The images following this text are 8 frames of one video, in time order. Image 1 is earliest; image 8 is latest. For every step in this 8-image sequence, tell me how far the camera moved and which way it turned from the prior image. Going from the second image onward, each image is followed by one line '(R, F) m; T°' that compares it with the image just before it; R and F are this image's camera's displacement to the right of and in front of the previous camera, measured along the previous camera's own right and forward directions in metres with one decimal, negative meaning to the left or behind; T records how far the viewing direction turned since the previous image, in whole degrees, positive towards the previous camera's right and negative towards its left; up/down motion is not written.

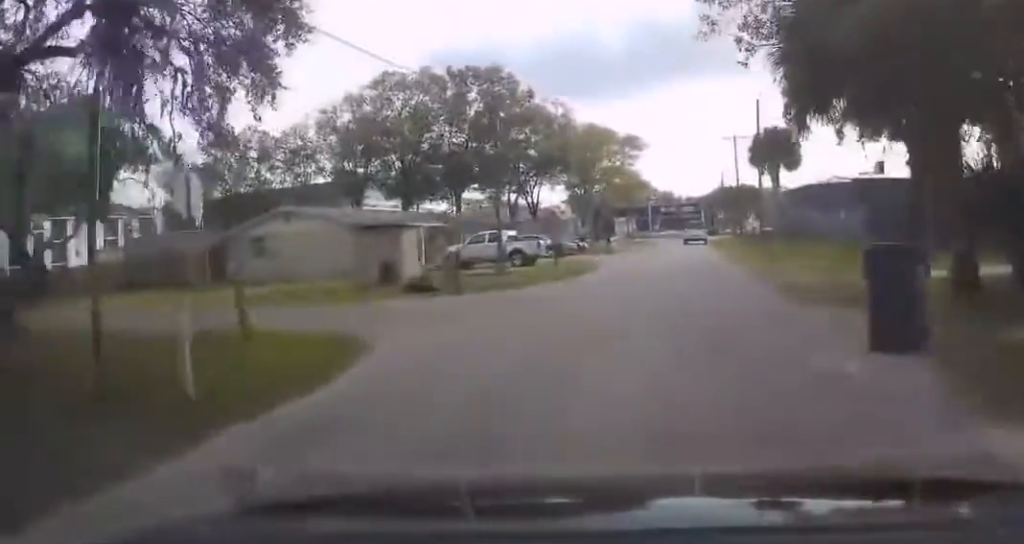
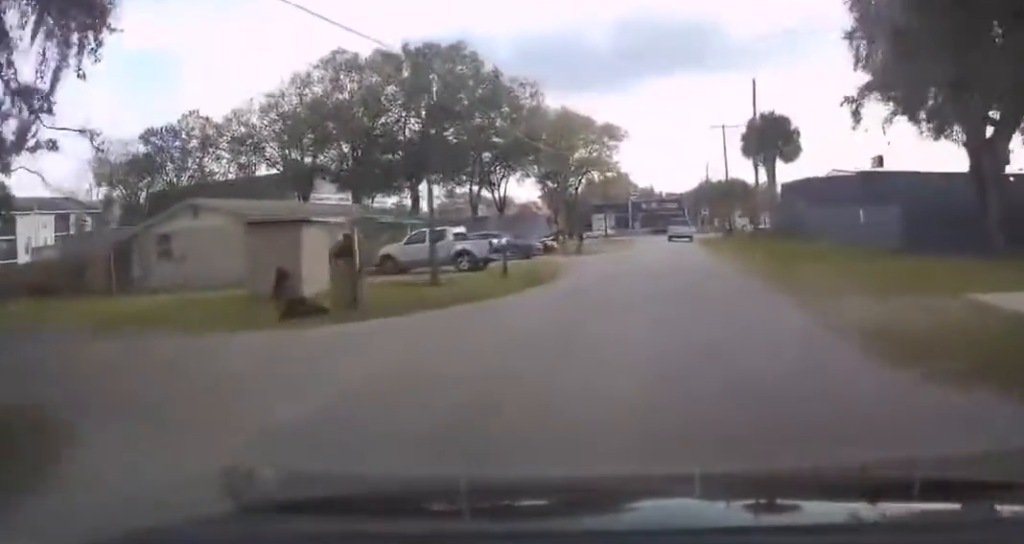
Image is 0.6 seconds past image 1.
(-0.2, +6.2) m; 0°
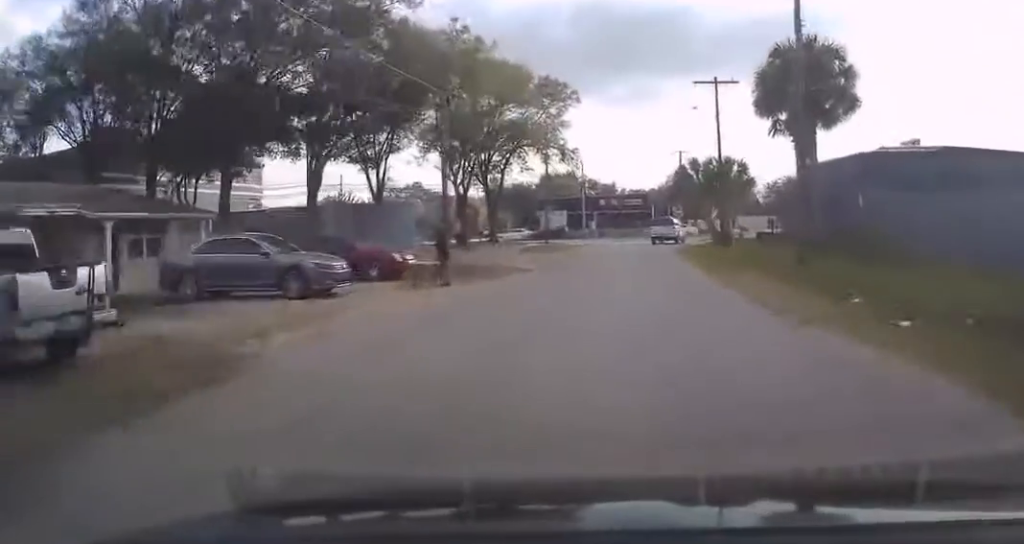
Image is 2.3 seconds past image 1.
(+1.1, +20.7) m; +3°
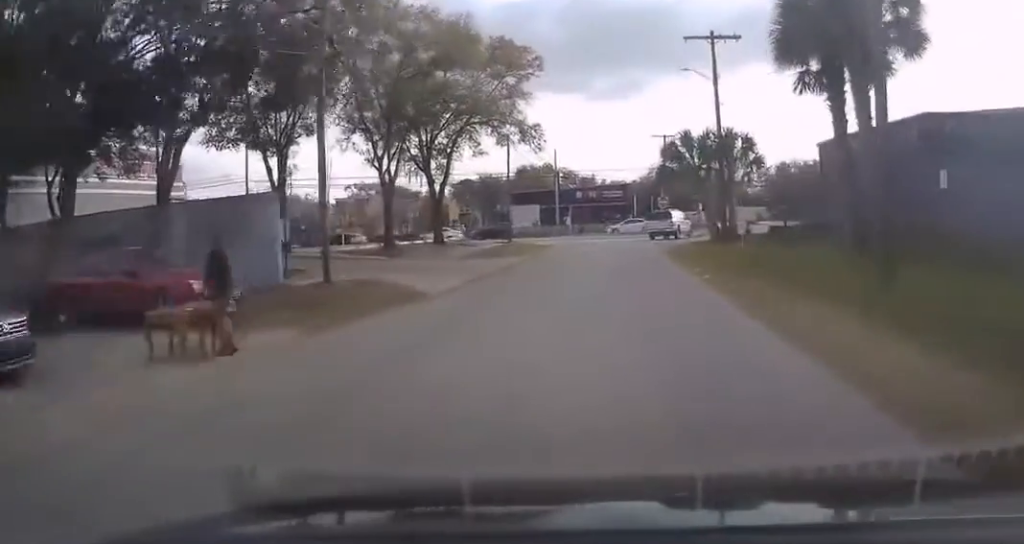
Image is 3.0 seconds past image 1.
(0.0, +9.8) m; 0°
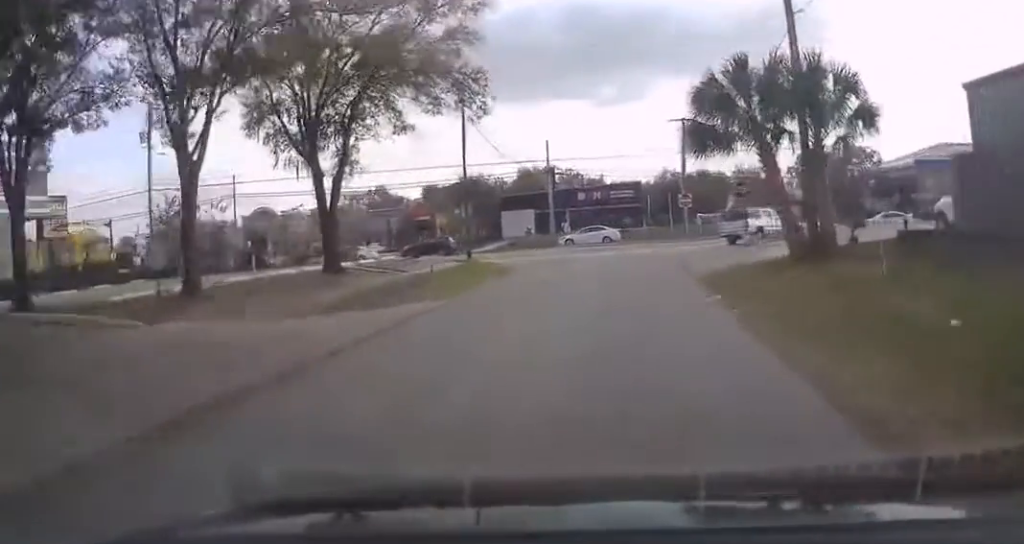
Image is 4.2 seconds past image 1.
(0.0, +16.2) m; 0°
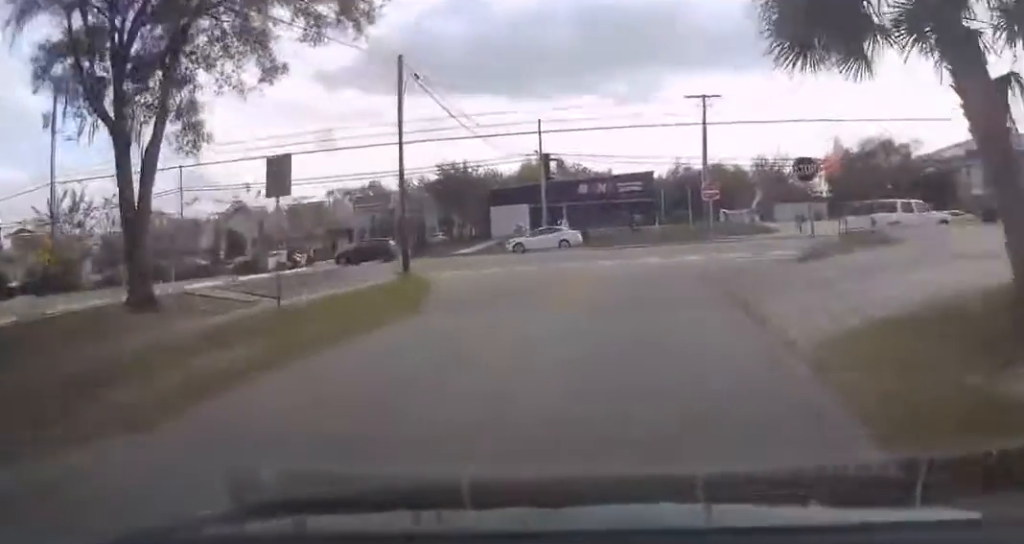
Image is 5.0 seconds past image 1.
(0.0, +11.2) m; 0°
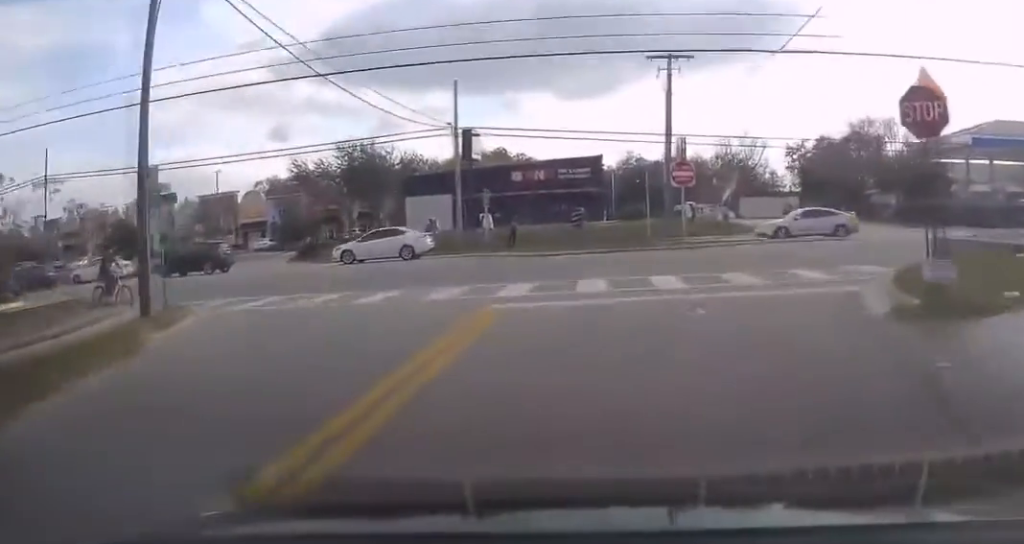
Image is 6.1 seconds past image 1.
(0.0, +12.8) m; +3°
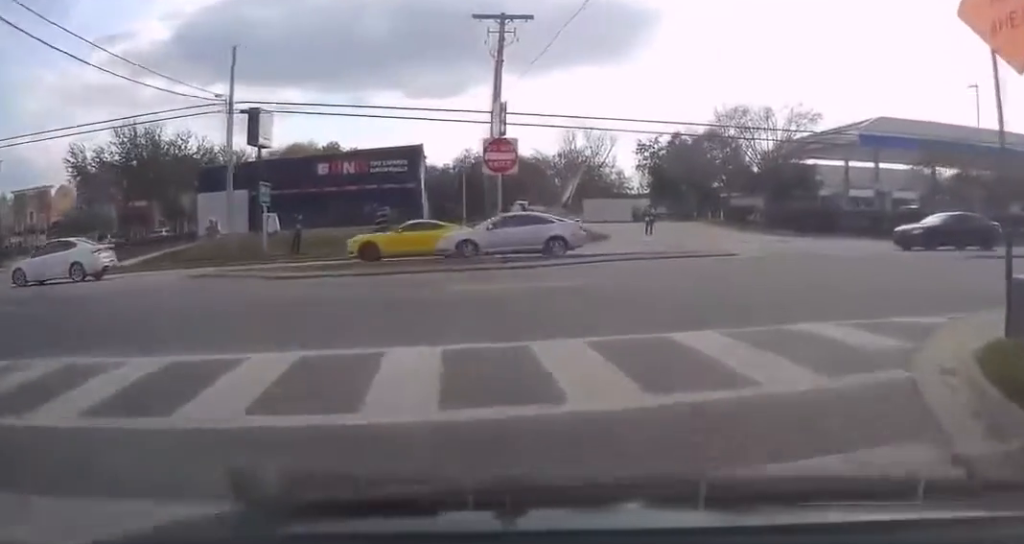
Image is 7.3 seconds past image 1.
(+0.9, +11.1) m; +10°
